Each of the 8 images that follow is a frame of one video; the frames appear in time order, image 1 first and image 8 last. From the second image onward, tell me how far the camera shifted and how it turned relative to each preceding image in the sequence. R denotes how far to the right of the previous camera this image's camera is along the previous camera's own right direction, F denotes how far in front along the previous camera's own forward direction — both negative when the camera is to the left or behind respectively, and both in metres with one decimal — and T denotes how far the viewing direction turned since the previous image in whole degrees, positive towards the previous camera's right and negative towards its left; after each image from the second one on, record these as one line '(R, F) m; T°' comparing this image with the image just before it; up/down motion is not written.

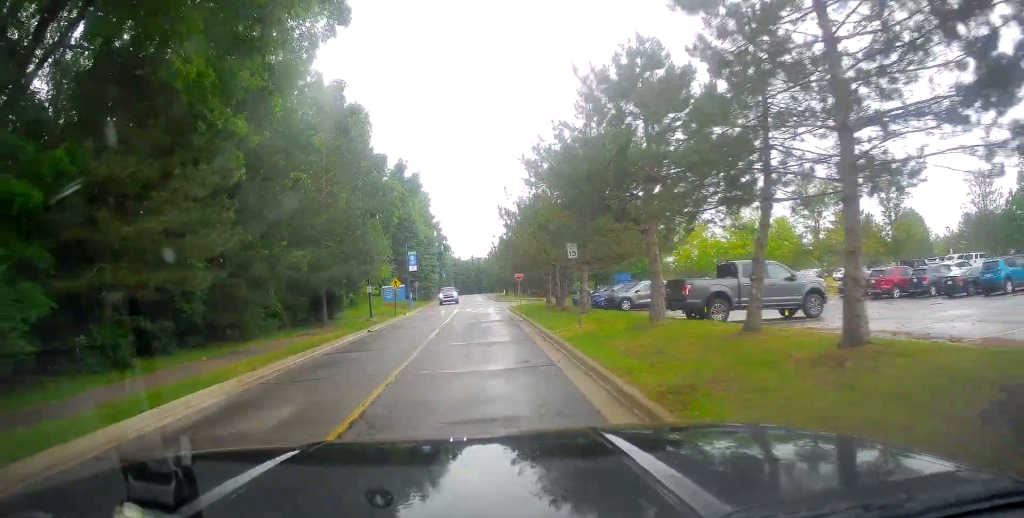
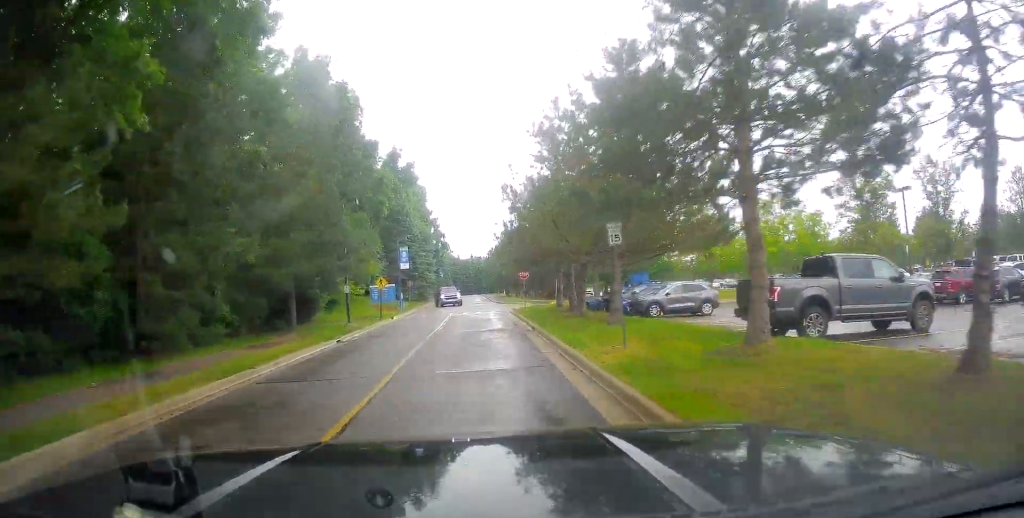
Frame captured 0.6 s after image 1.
(+0.1, +5.8) m; +2°
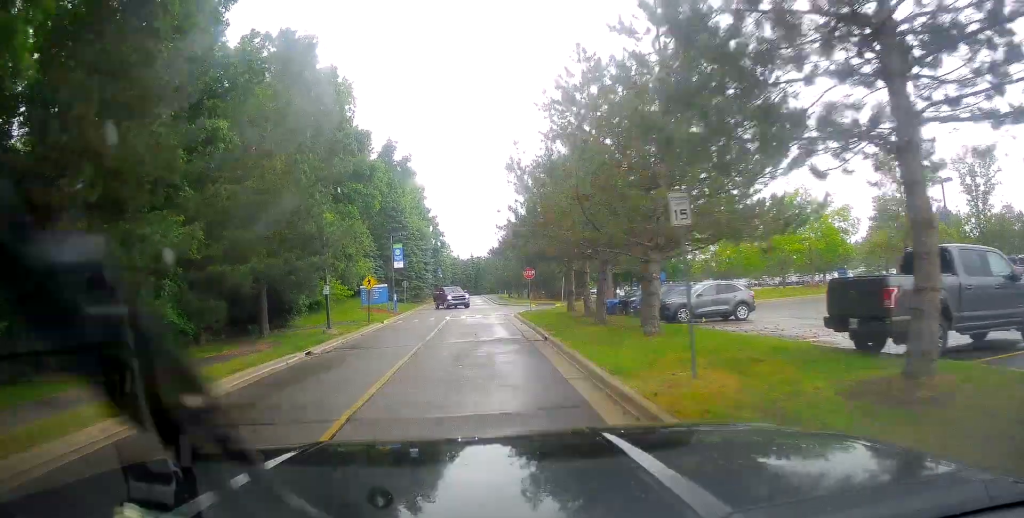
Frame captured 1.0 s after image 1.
(+0.1, +4.0) m; +1°
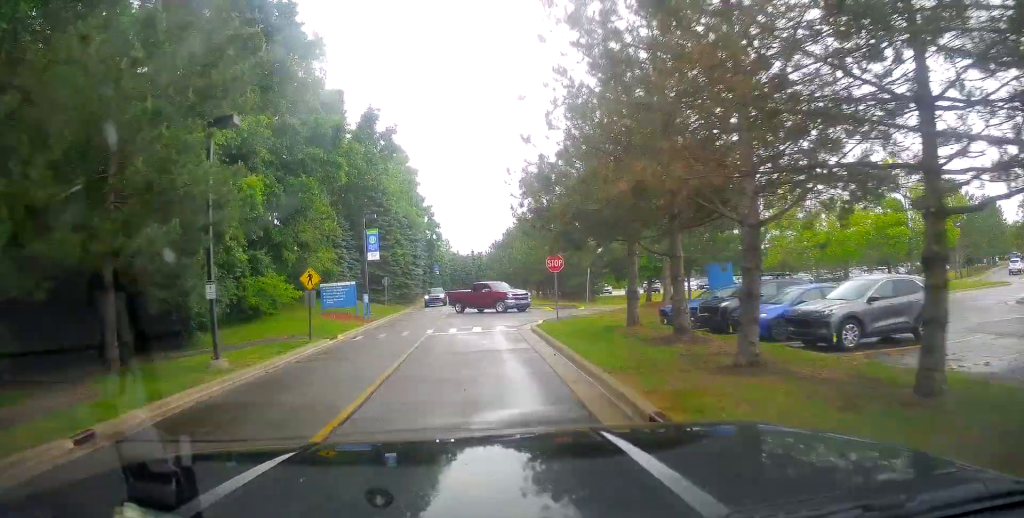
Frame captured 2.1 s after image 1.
(+0.1, +11.4) m; -1°
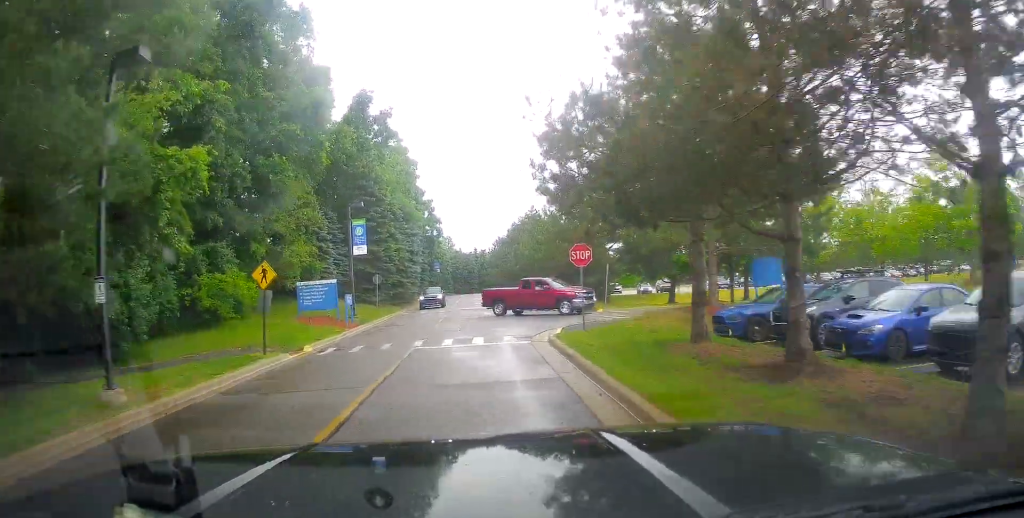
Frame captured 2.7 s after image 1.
(-0.1, +5.0) m; -1°
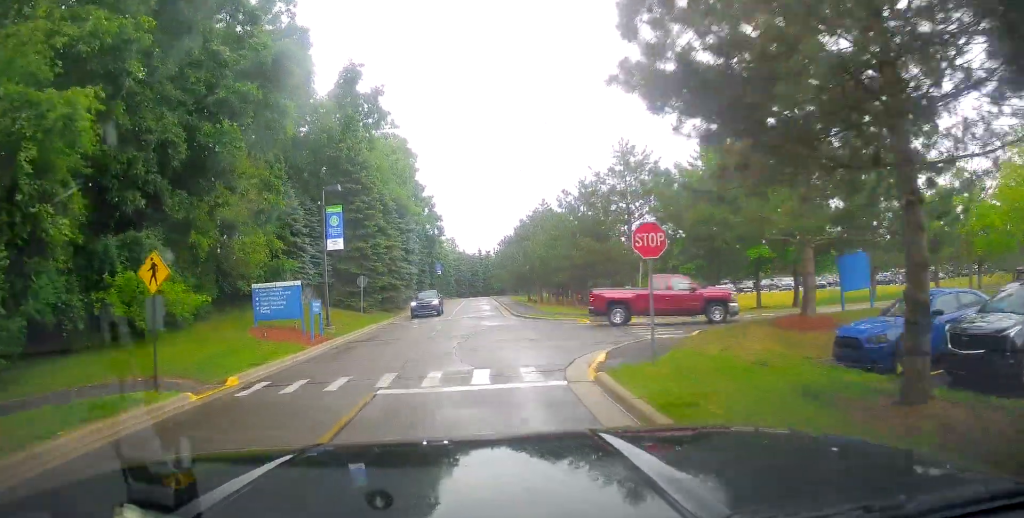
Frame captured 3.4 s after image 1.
(0.0, +6.6) m; -2°
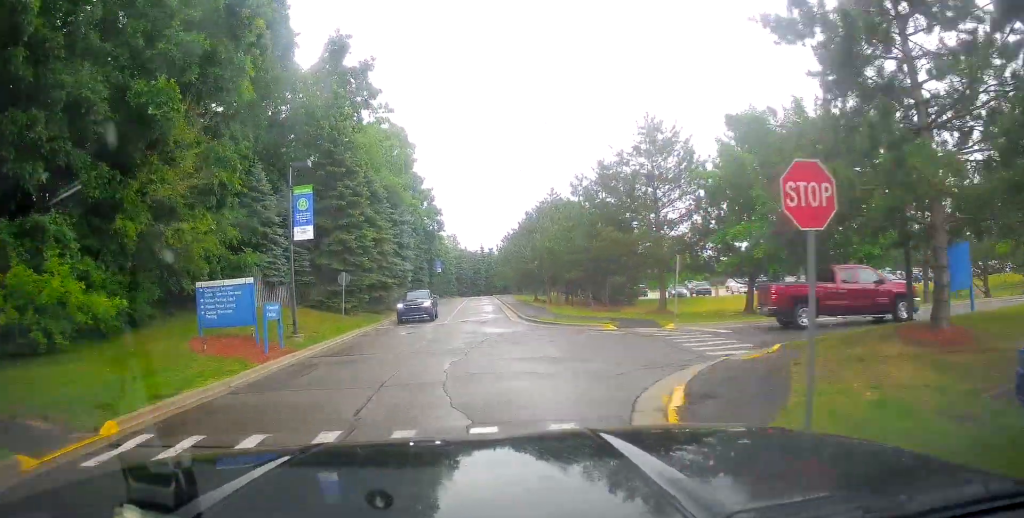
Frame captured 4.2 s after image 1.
(-0.2, +5.8) m; +2°
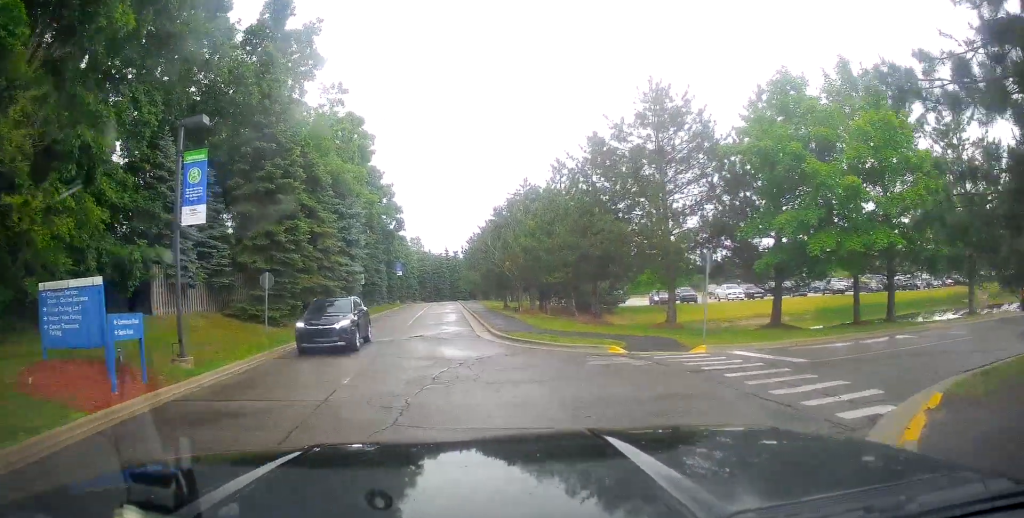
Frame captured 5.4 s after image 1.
(+0.6, +7.7) m; +14°
